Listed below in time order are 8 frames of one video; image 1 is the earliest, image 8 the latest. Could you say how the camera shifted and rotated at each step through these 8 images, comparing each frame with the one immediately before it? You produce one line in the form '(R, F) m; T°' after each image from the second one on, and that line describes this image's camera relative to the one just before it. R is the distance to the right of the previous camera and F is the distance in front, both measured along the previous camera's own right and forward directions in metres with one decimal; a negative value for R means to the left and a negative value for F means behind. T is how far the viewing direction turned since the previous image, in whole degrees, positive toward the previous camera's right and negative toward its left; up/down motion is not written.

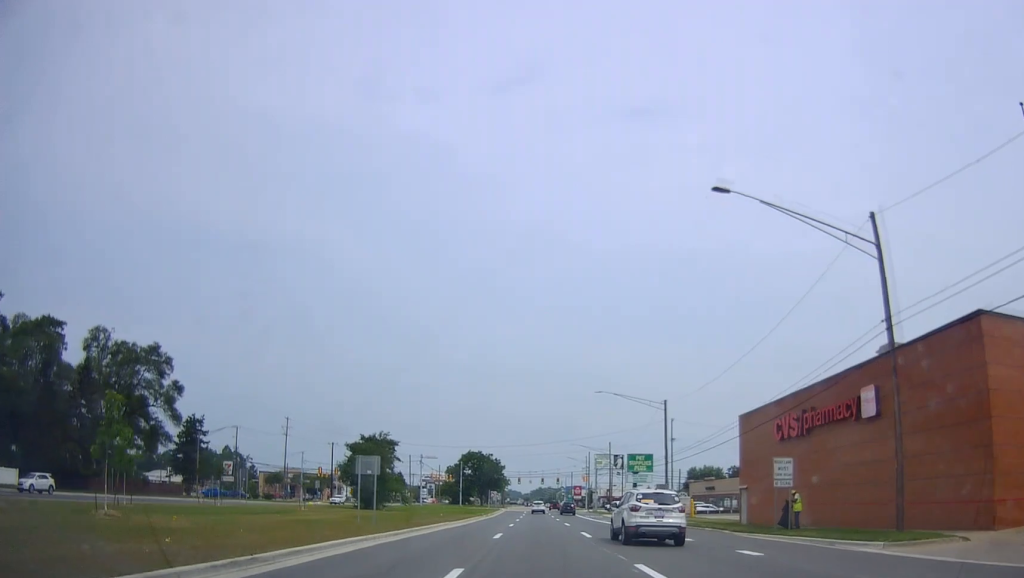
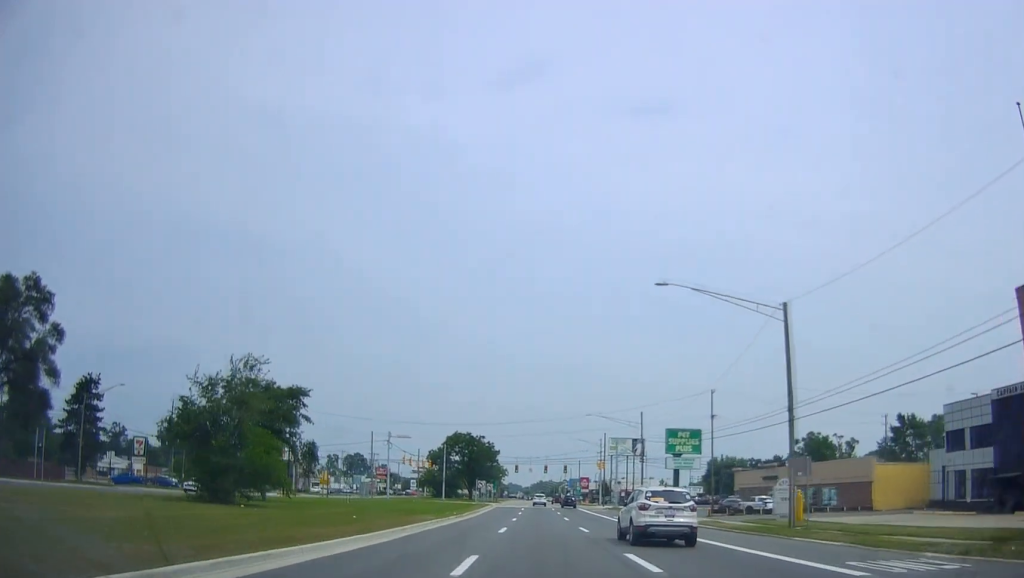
(+0.3, +28.0) m; 0°
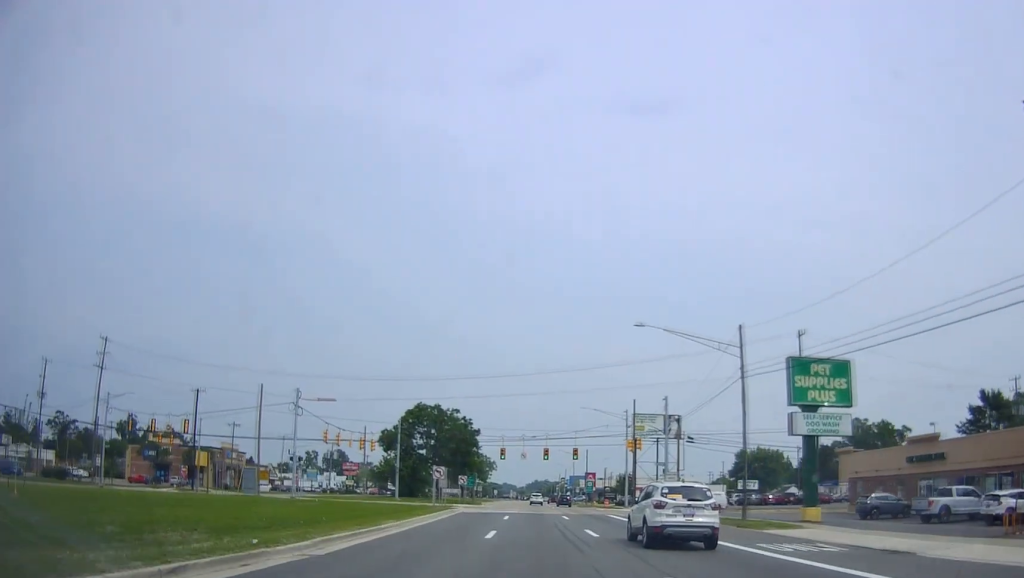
(+0.5, +36.2) m; +1°
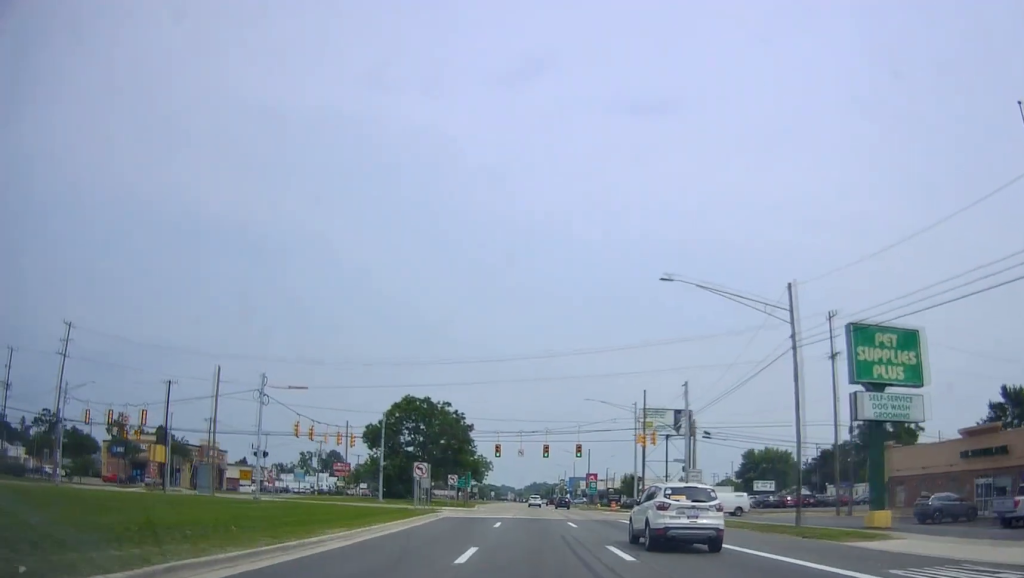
(-0.2, +7.8) m; 0°
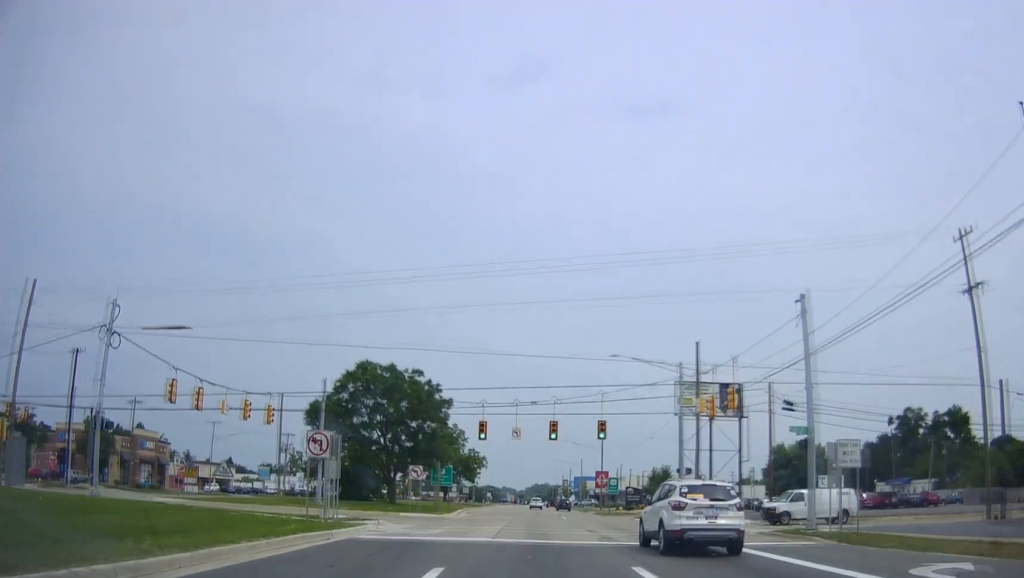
(+0.3, +21.3) m; +1°
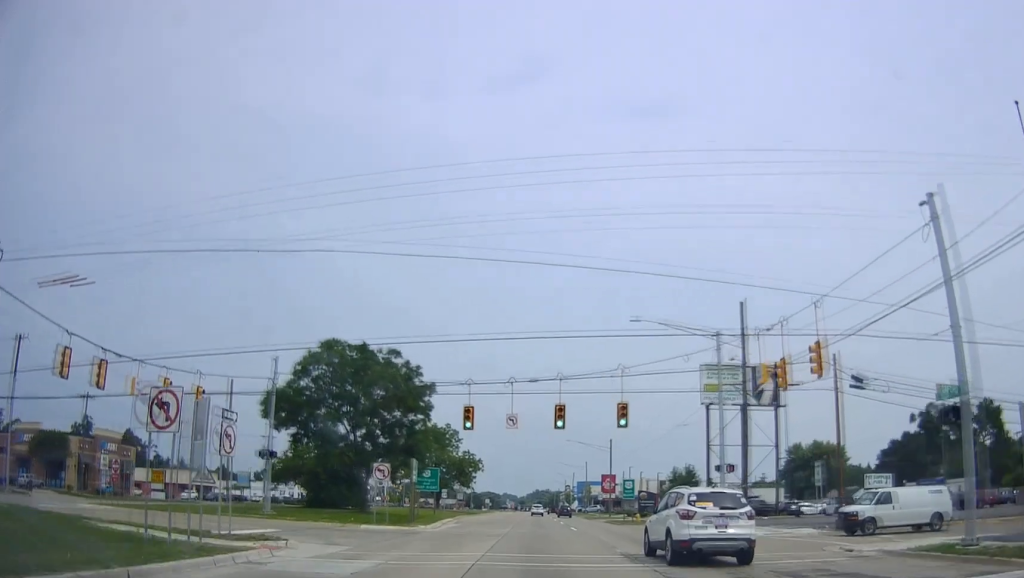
(0.0, +10.3) m; -1°
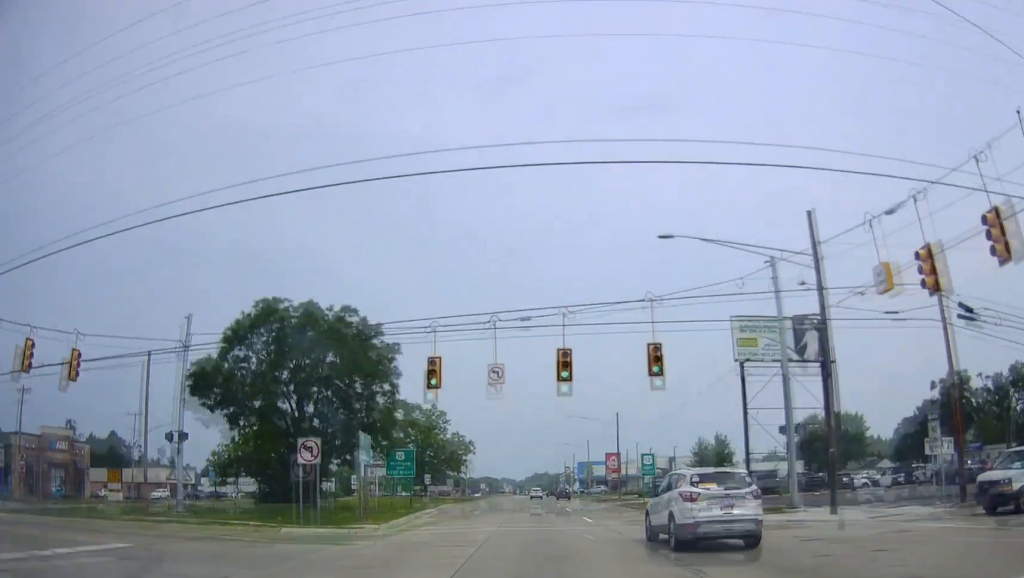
(+0.1, +10.9) m; -1°
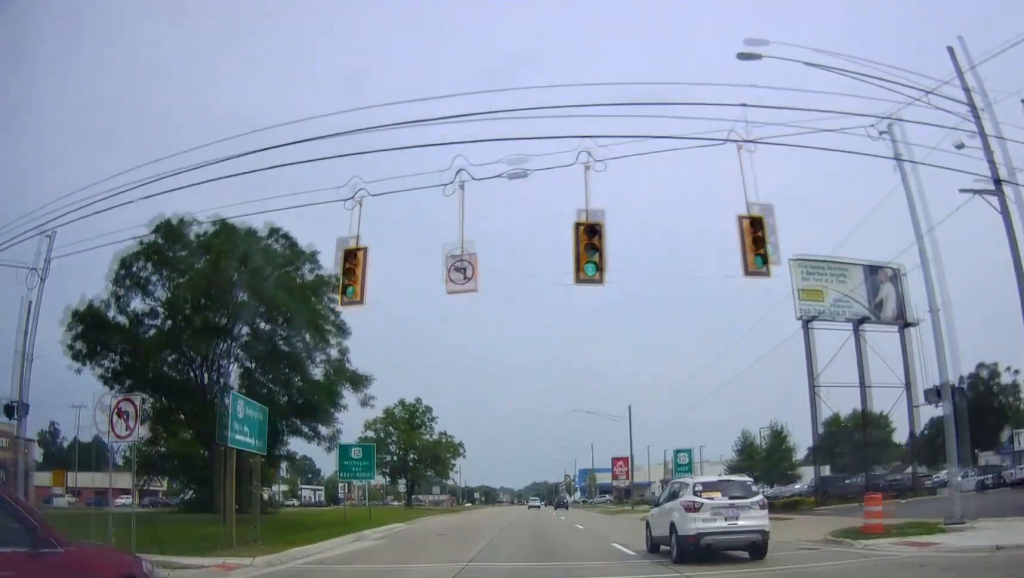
(-0.5, +11.6) m; 0°
